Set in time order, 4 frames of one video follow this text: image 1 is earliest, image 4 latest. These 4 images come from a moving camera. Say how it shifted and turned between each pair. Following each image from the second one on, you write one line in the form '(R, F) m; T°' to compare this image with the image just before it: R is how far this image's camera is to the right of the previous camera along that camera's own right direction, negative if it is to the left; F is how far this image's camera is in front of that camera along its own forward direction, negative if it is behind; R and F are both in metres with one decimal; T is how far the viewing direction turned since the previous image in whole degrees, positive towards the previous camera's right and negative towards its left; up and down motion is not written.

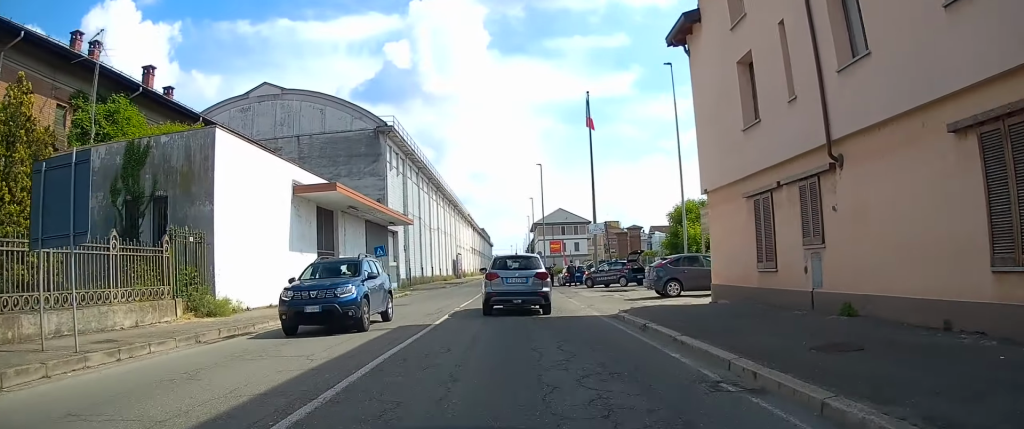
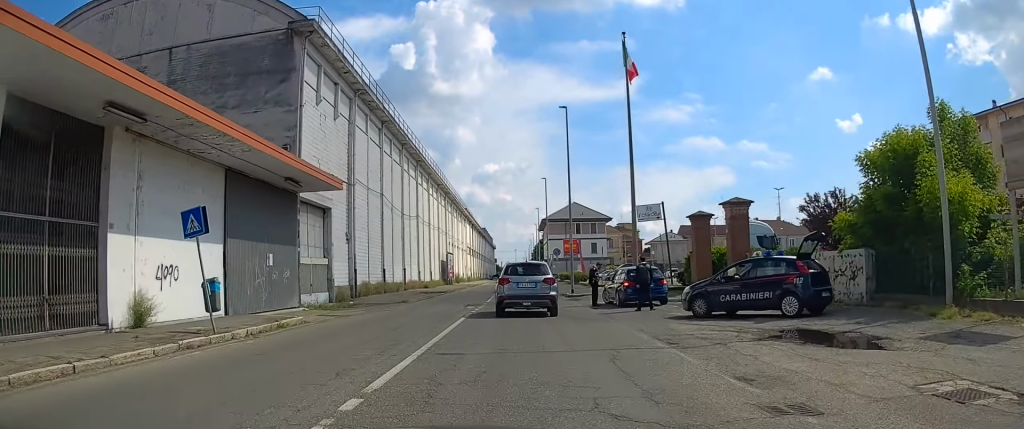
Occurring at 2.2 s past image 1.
(-0.3, +21.9) m; -1°
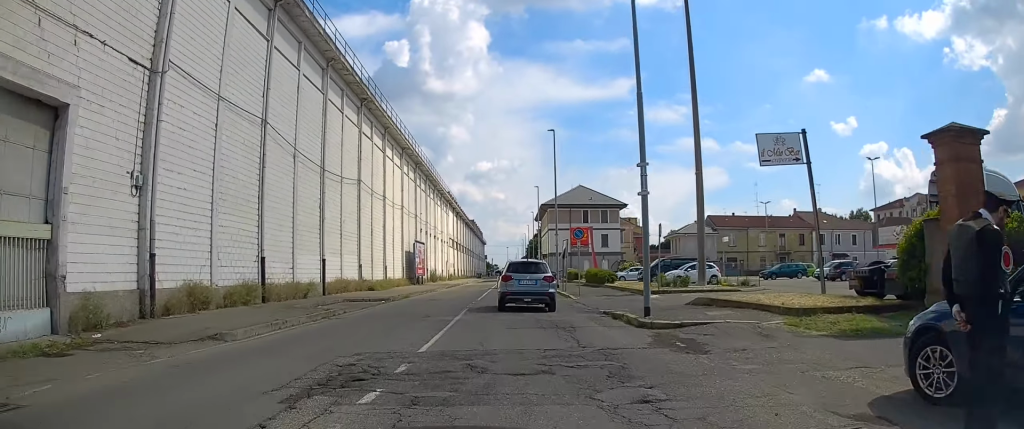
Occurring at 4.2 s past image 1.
(+0.2, +21.3) m; +1°
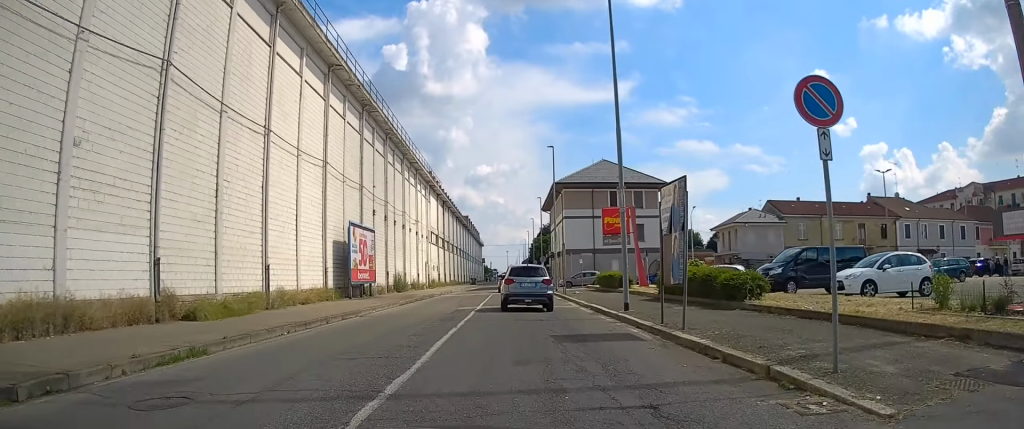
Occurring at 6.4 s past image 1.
(+0.2, +24.2) m; +2°
